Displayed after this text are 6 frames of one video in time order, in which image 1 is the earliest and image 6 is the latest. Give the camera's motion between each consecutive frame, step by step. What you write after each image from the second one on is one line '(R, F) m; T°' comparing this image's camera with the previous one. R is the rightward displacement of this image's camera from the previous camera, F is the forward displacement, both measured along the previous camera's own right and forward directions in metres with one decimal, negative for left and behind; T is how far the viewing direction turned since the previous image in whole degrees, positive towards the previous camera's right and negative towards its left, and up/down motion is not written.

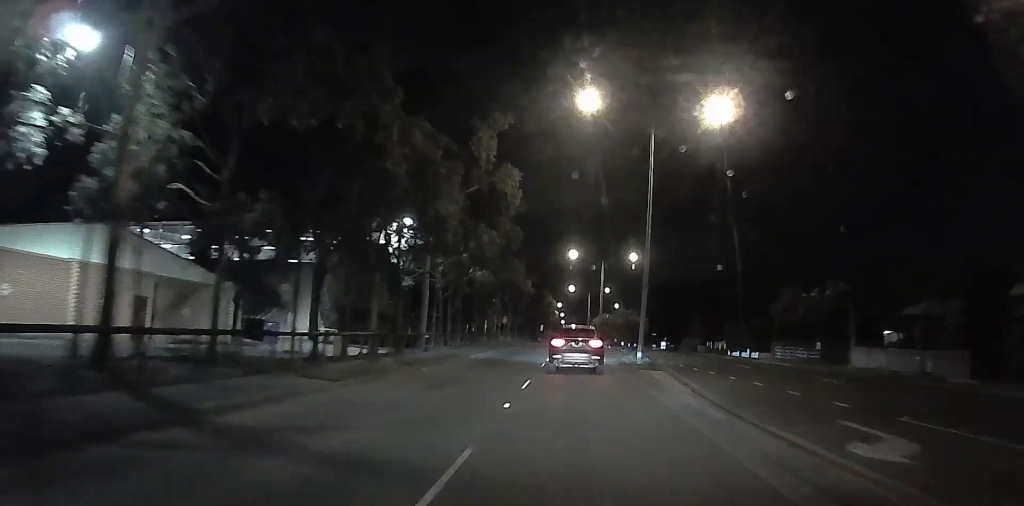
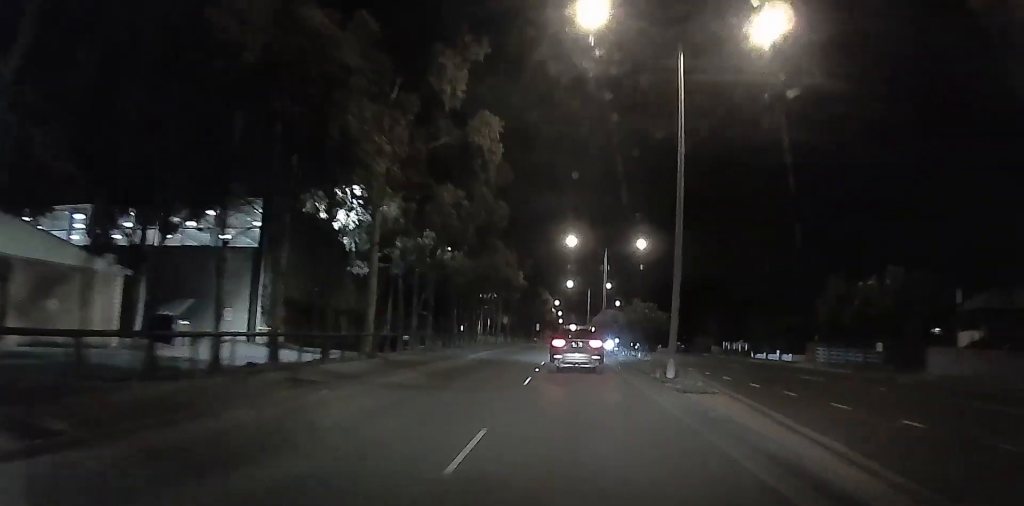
(+0.1, +8.0) m; +1°
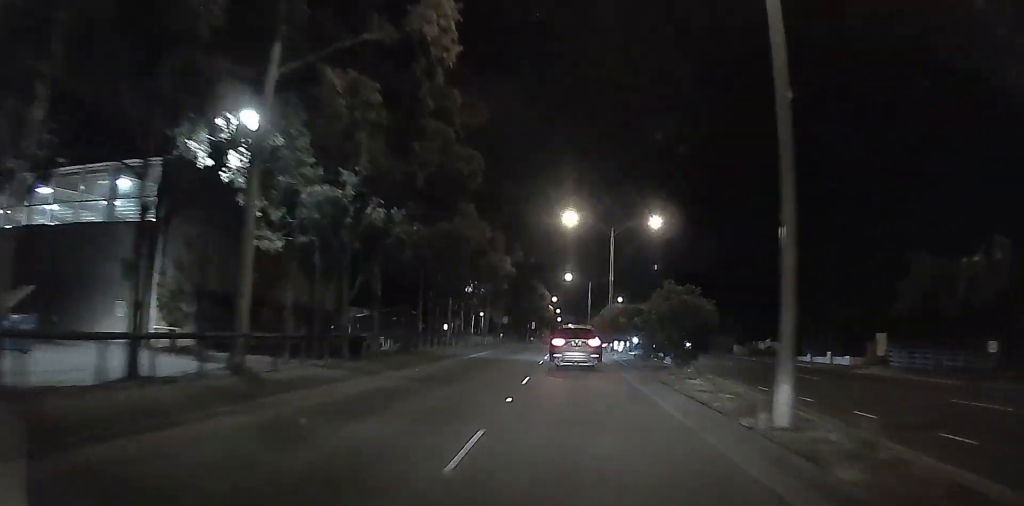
(+0.1, +9.8) m; +1°
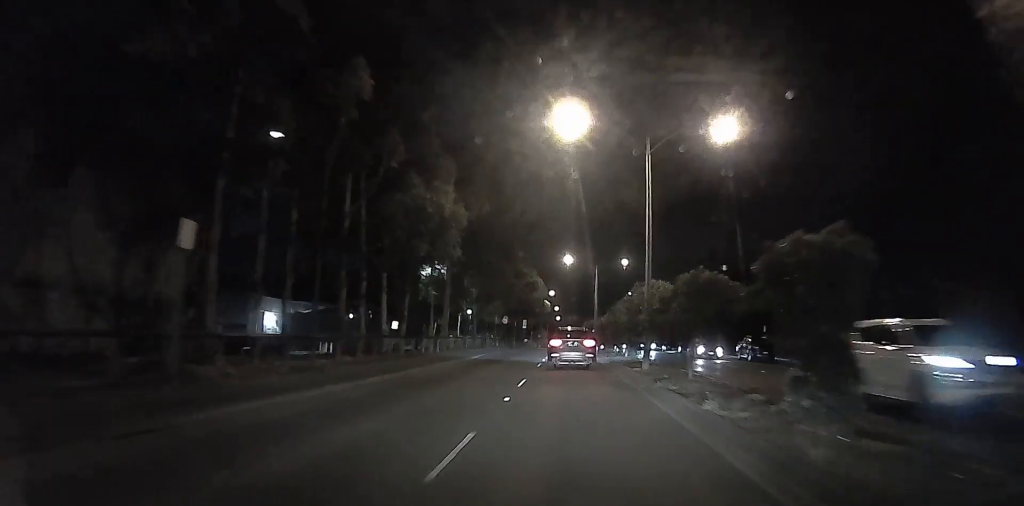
(0.0, +24.8) m; -1°
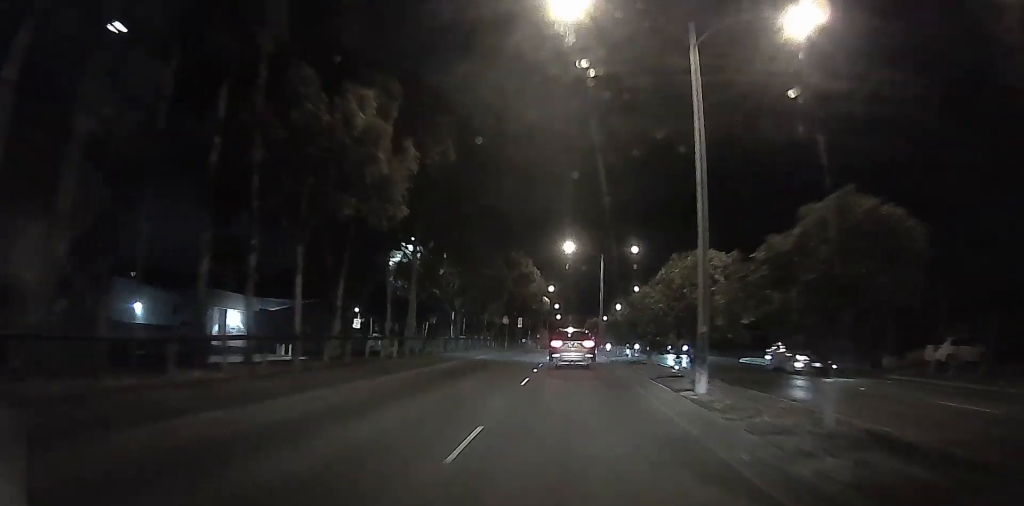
(-0.1, +13.1) m; 0°
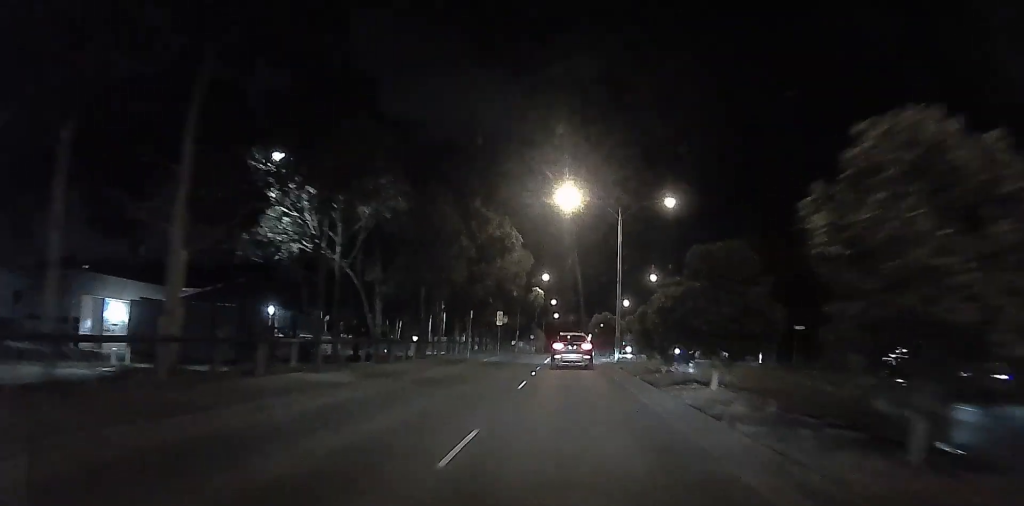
(+0.3, +29.2) m; +1°
